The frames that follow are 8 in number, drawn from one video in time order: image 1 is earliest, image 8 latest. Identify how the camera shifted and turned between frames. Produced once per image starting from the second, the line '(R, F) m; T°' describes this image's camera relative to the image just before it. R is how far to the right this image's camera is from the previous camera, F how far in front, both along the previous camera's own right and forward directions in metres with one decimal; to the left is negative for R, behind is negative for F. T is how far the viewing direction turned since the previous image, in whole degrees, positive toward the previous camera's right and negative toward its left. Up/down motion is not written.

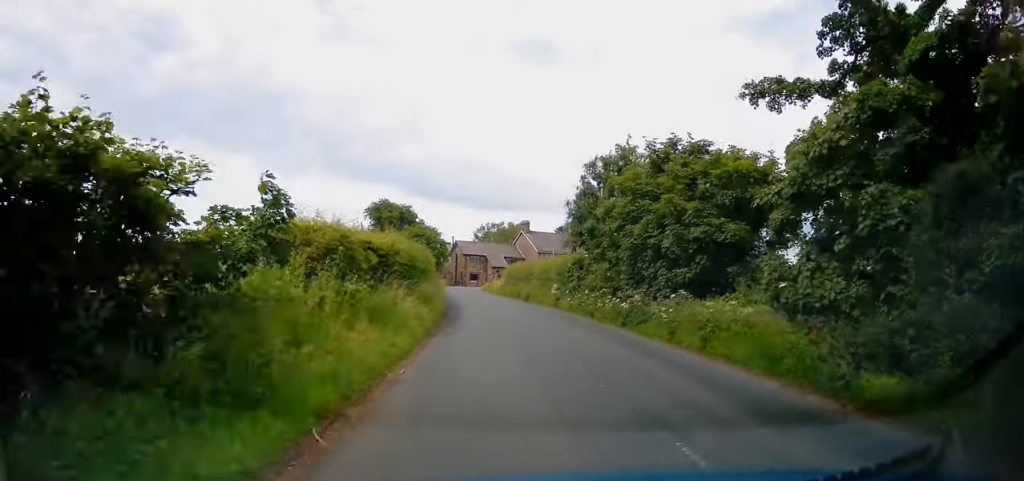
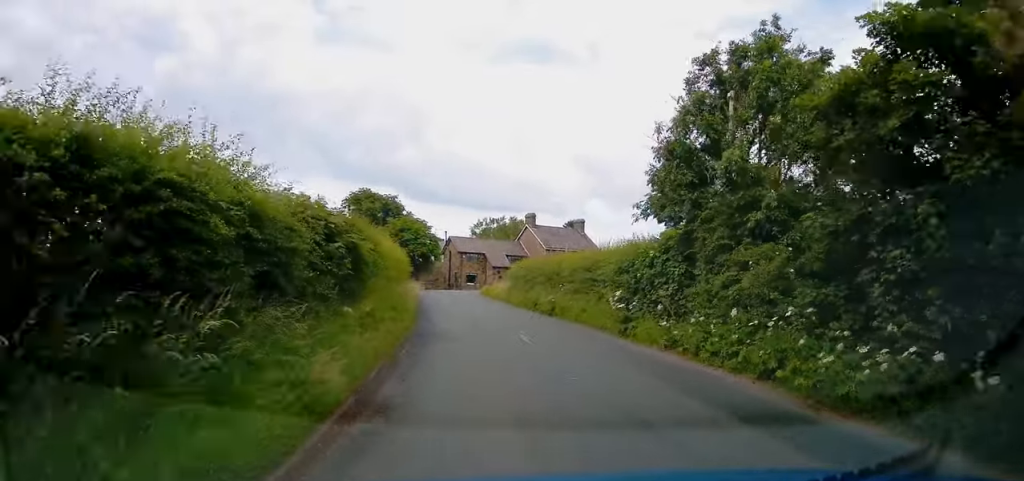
(+0.2, +16.0) m; -1°
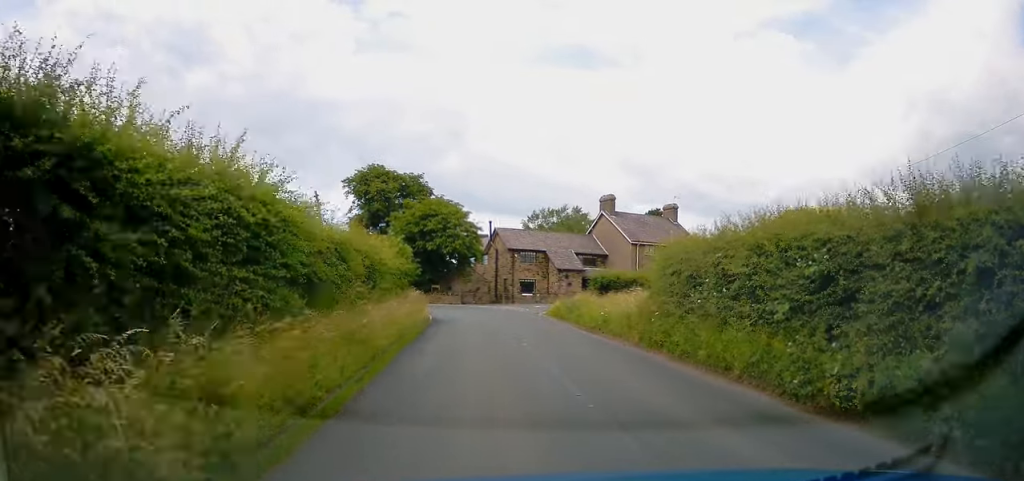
(-0.7, +25.4) m; -4°
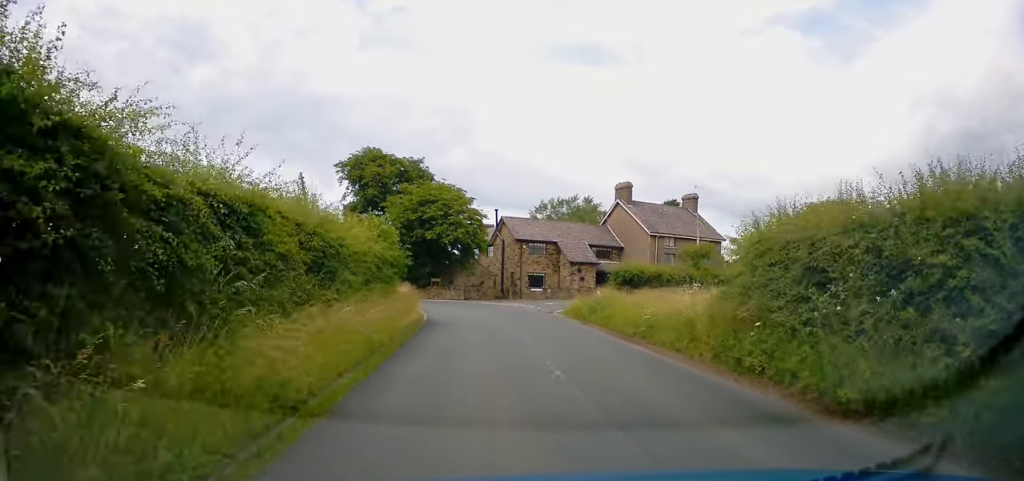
(0.0, +5.3) m; -2°
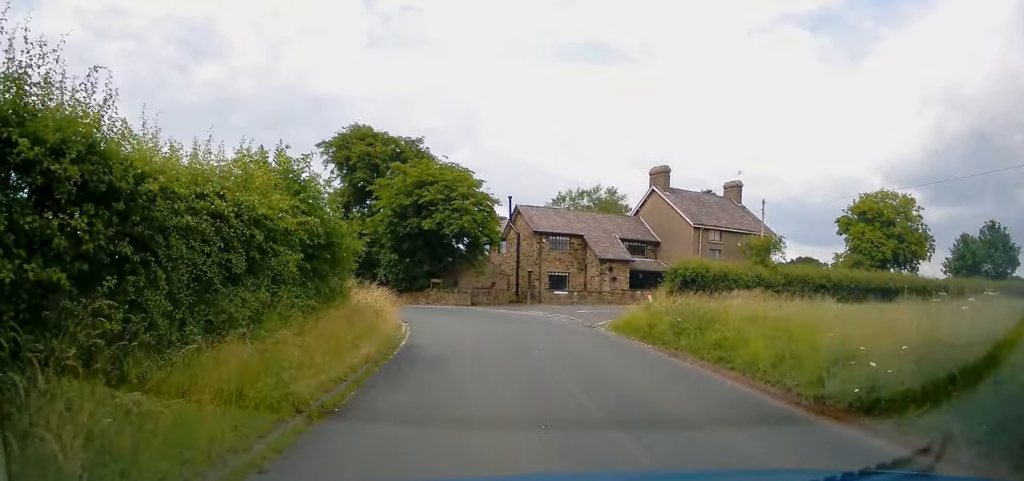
(-0.3, +9.2) m; -1°
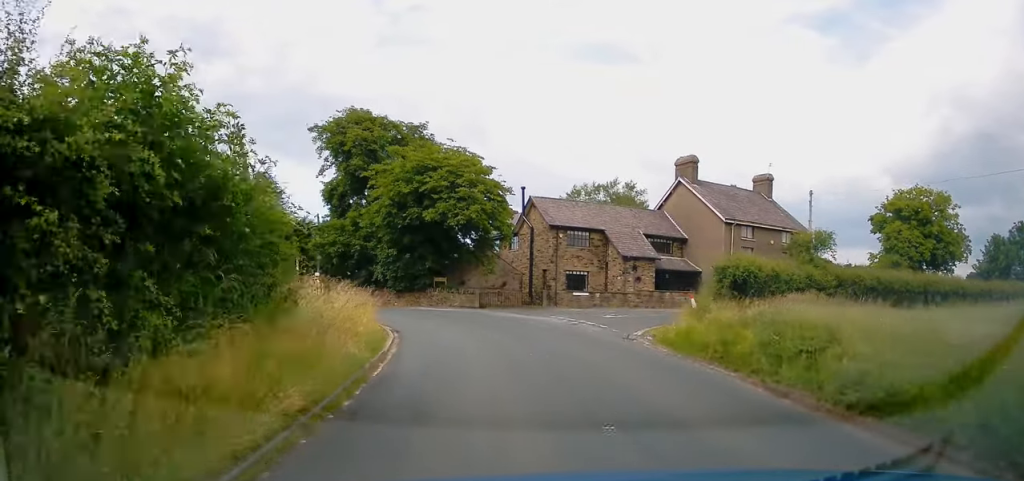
(0.0, +4.9) m; -1°
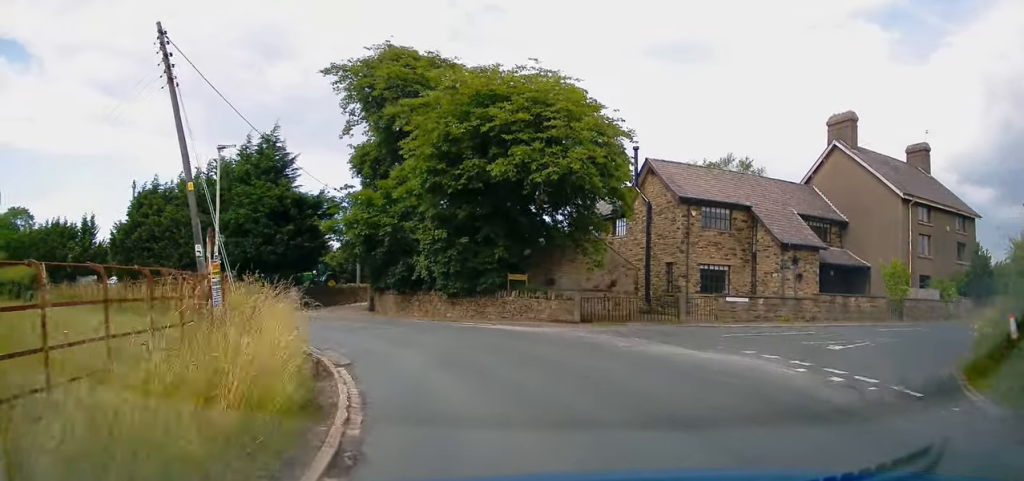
(-0.4, +13.2) m; -9°
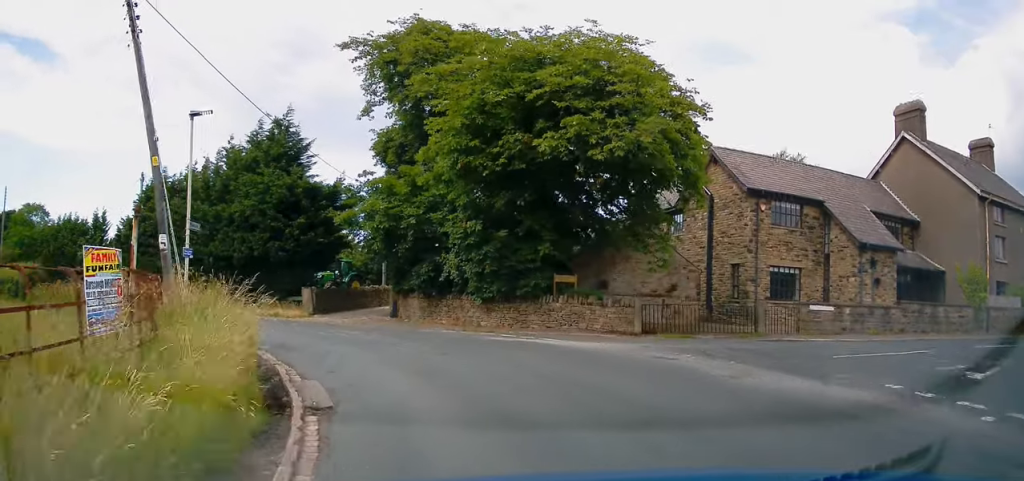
(0.0, +3.9) m; -4°
